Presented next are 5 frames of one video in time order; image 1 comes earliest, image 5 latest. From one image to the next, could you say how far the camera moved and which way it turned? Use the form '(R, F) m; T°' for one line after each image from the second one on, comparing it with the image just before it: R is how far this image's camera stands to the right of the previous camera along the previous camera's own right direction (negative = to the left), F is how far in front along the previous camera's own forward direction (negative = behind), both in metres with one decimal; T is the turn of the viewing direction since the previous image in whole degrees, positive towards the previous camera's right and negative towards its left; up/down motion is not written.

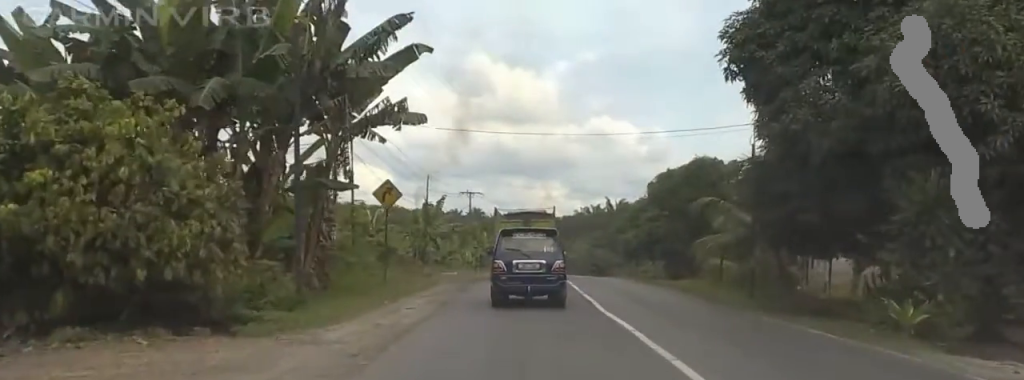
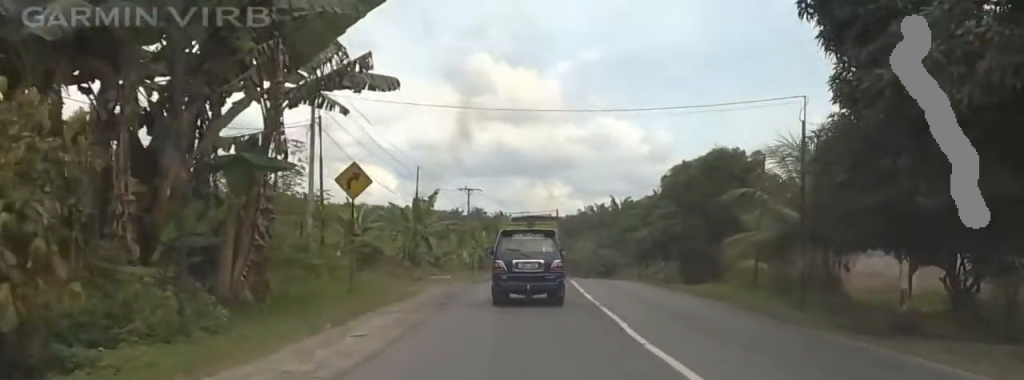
(+0.2, +6.1) m; +3°
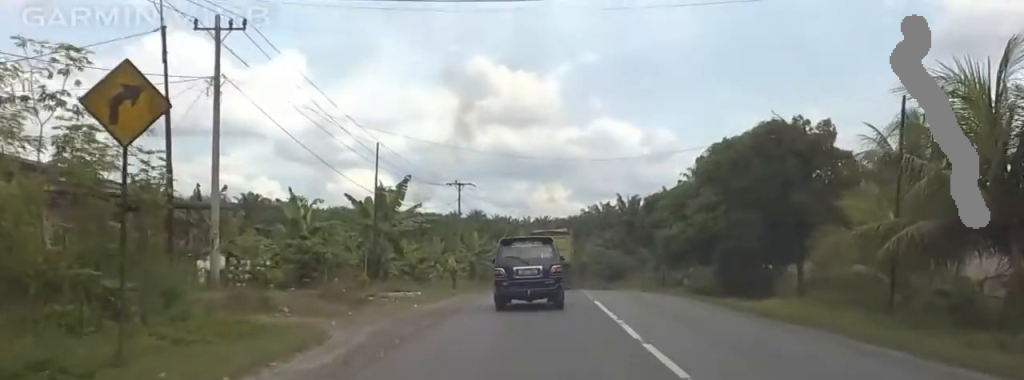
(+1.1, +13.6) m; -2°
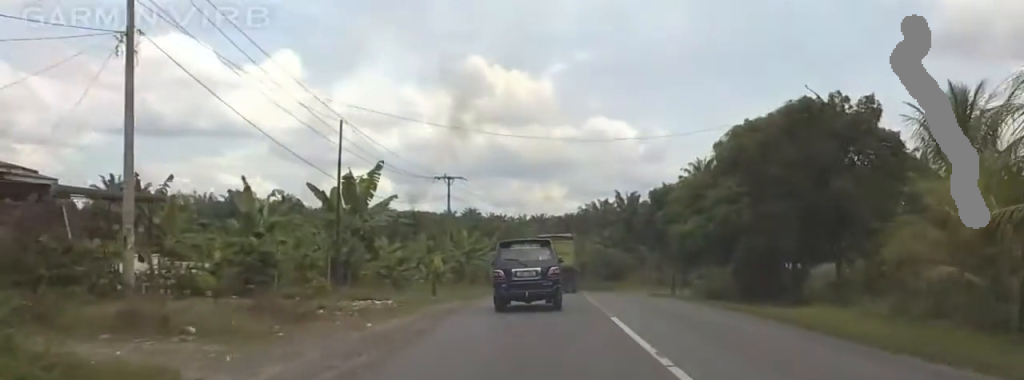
(-0.4, +6.3) m; -2°
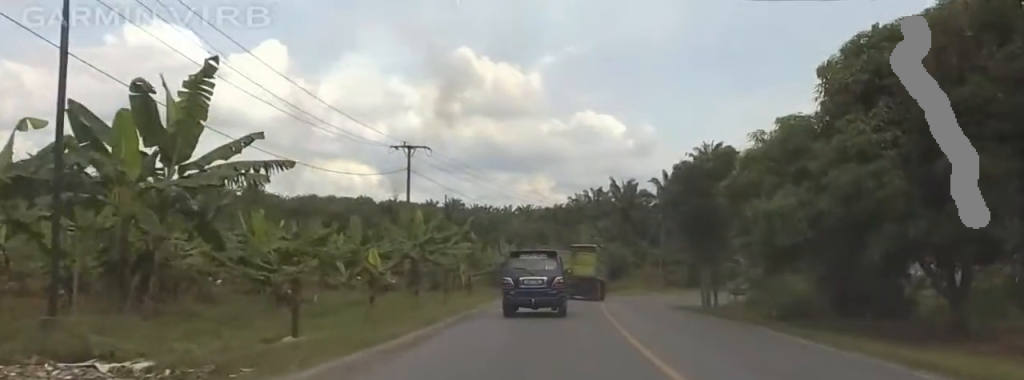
(+0.6, +17.6) m; +7°
